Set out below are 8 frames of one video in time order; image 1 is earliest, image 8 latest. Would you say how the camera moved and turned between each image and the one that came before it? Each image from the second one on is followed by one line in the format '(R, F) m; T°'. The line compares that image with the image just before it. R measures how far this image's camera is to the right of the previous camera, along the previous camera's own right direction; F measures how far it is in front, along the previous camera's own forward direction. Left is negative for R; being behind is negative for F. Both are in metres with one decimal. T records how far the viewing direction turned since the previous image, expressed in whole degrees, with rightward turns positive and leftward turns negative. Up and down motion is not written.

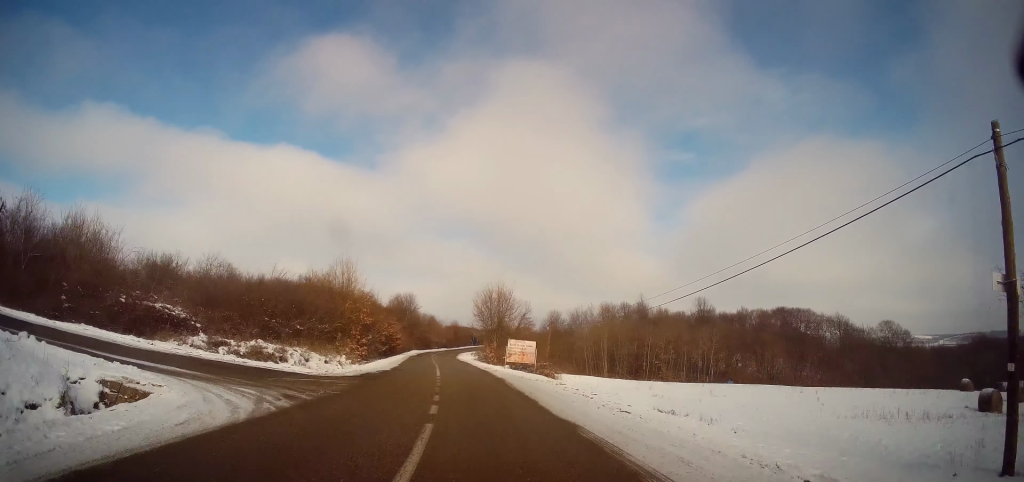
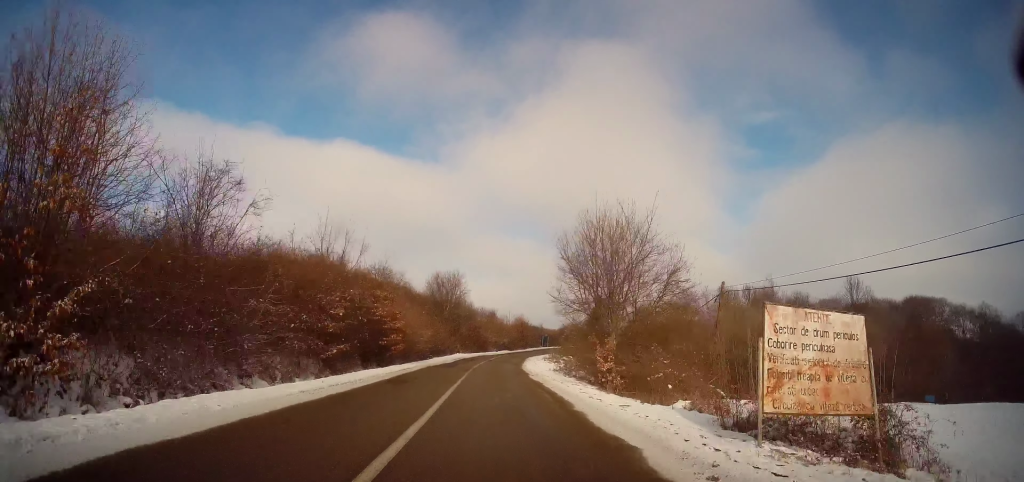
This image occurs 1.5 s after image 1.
(-2.0, +30.6) m; -6°
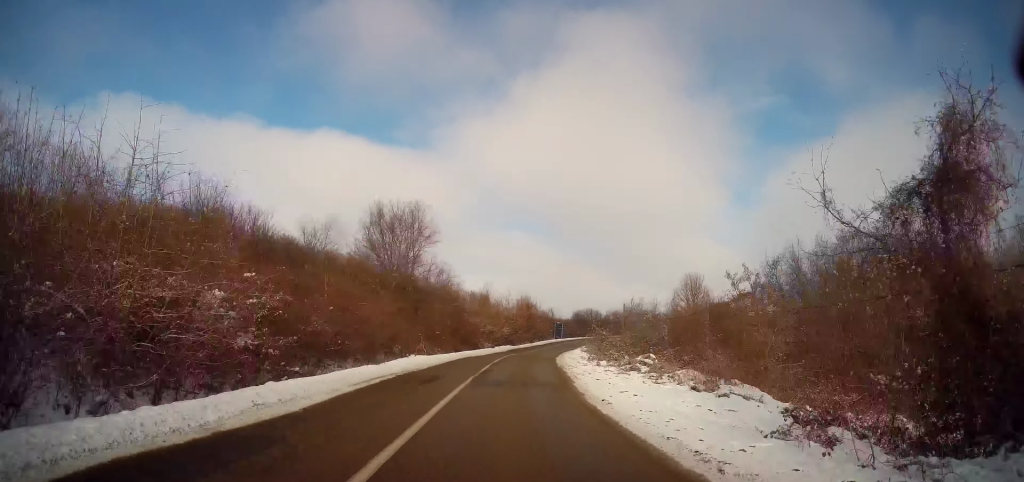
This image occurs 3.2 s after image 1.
(-0.4, +32.3) m; +1°
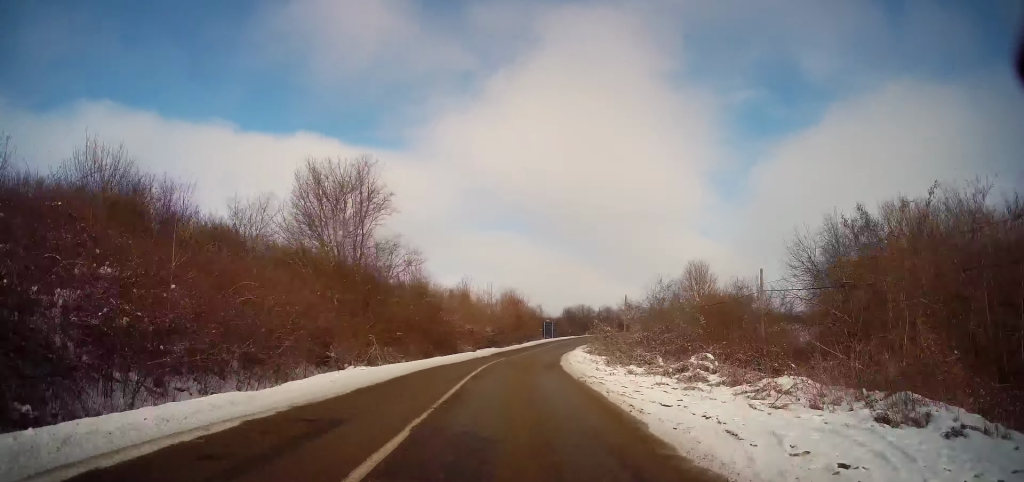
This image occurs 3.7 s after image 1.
(+0.1, +9.7) m; +1°
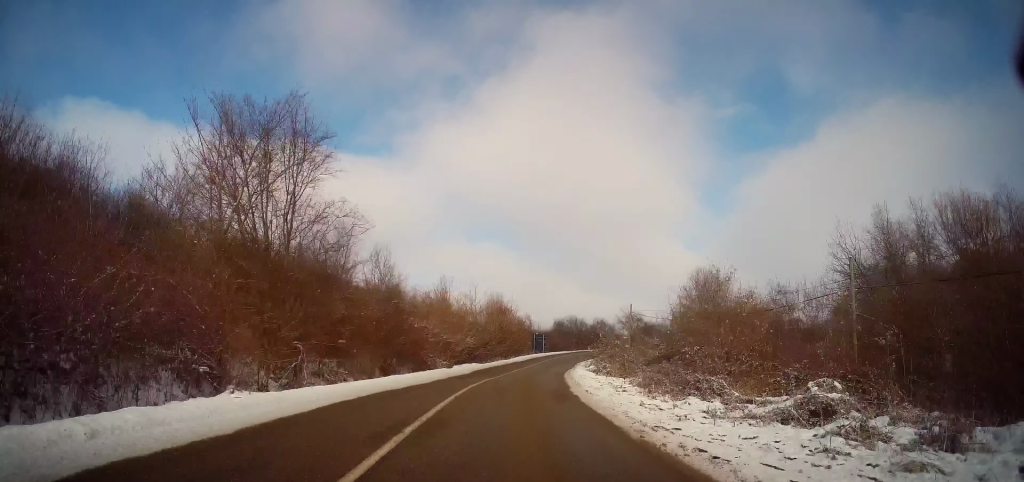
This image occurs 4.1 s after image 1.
(0.0, +8.4) m; +1°
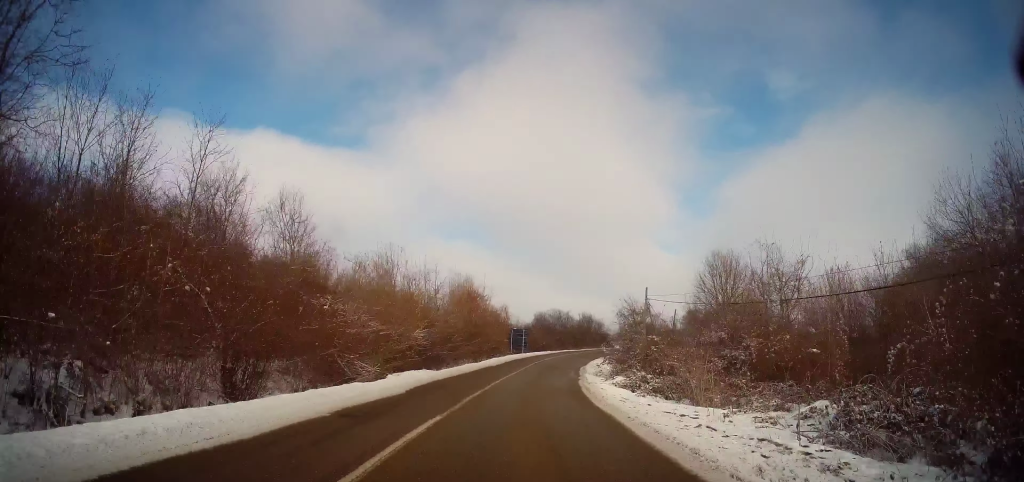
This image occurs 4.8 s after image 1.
(+0.2, +13.9) m; +3°
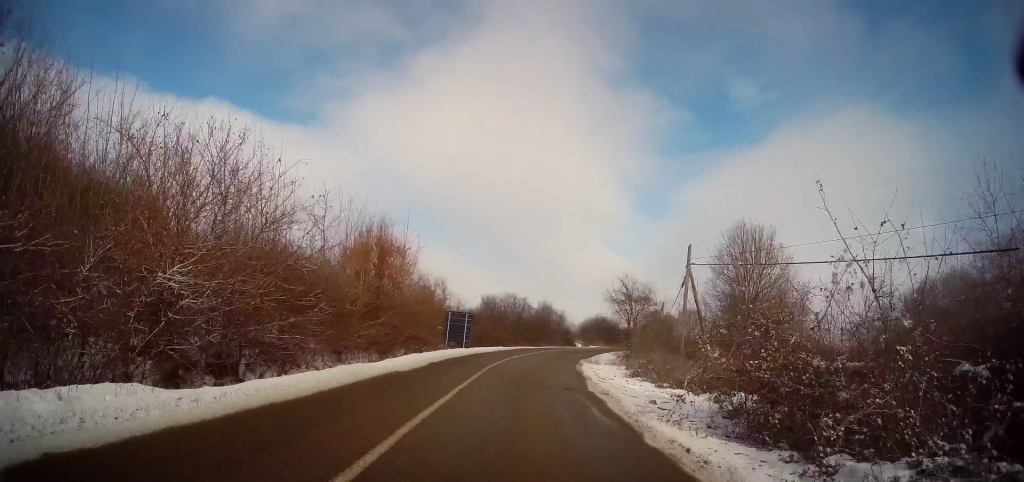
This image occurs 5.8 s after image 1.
(+0.8, +17.3) m; +6°
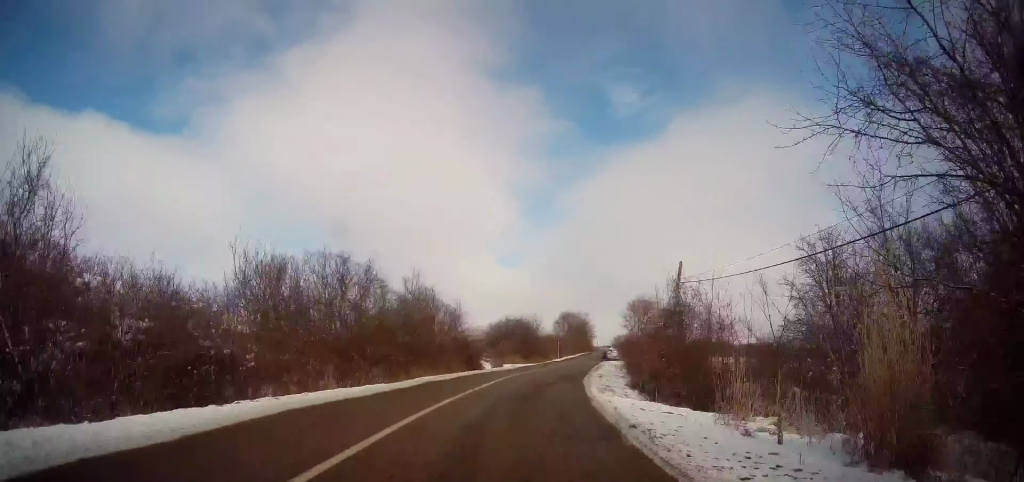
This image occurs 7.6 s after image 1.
(+3.3, +33.7) m; +11°
